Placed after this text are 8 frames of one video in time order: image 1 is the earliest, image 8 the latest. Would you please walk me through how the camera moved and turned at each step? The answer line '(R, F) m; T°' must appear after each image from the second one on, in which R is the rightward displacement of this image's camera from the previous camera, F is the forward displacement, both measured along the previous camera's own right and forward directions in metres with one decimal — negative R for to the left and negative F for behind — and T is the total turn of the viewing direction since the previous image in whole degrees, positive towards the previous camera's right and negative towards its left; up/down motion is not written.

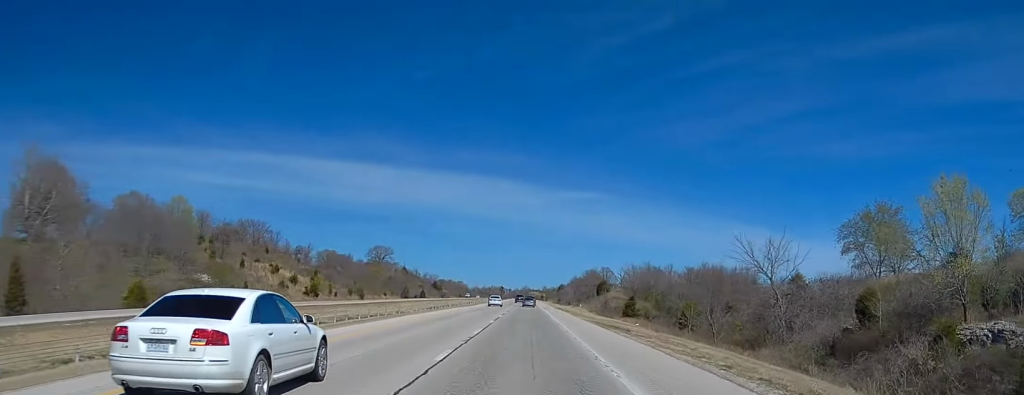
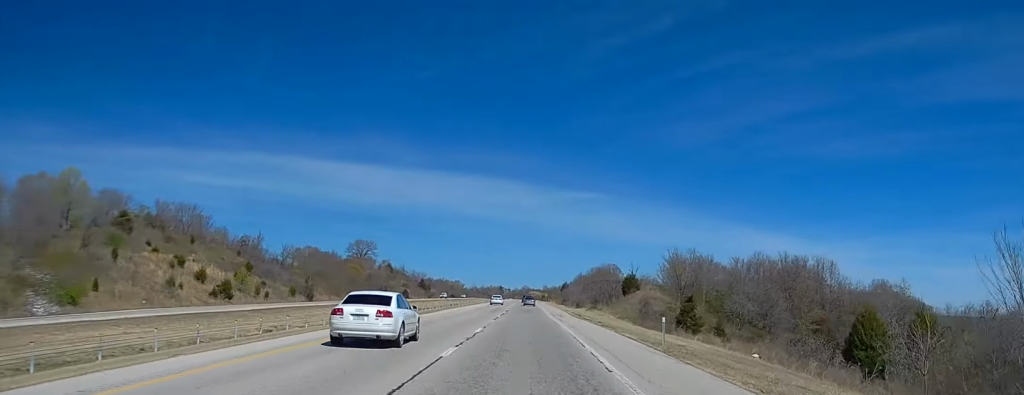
(+1.1, +47.7) m; +1°
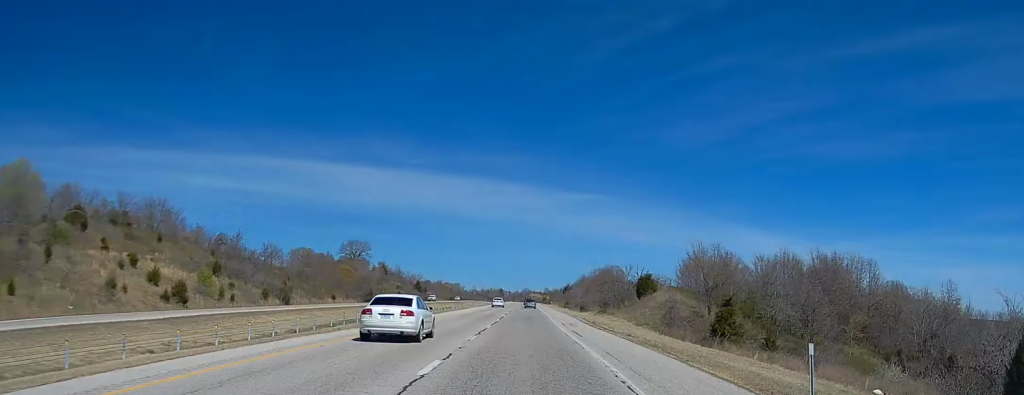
(-0.4, +15.8) m; -1°
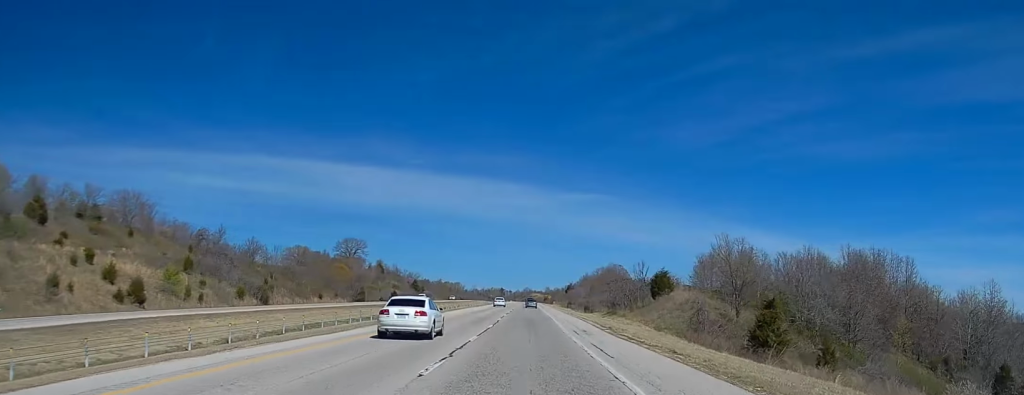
(-0.1, +12.0) m; 0°
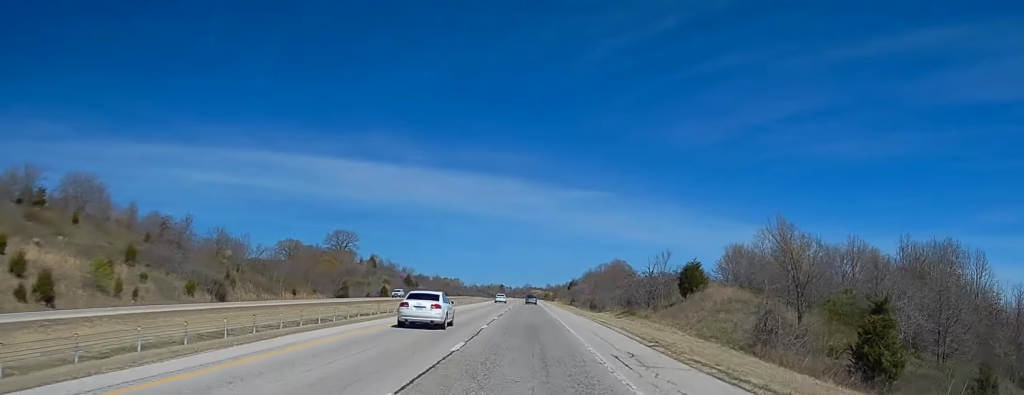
(-0.1, +18.5) m; +1°
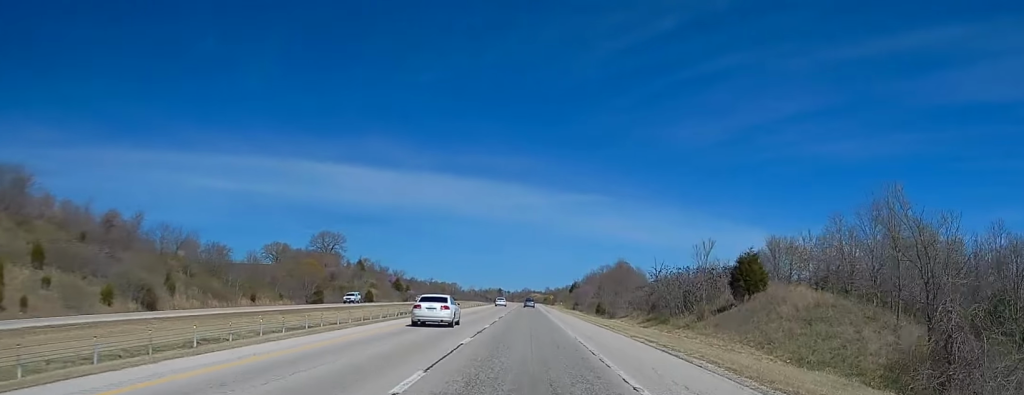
(+0.5, +21.3) m; 0°
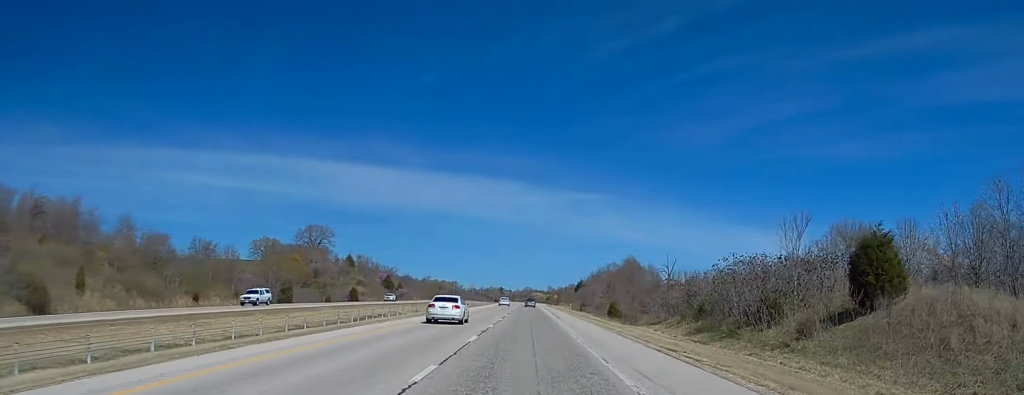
(-0.2, +22.6) m; -1°
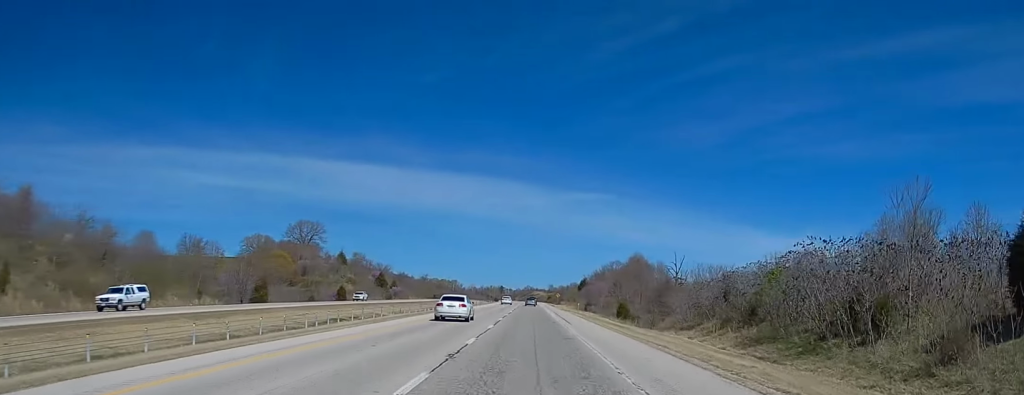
(-0.2, +13.9) m; -1°
